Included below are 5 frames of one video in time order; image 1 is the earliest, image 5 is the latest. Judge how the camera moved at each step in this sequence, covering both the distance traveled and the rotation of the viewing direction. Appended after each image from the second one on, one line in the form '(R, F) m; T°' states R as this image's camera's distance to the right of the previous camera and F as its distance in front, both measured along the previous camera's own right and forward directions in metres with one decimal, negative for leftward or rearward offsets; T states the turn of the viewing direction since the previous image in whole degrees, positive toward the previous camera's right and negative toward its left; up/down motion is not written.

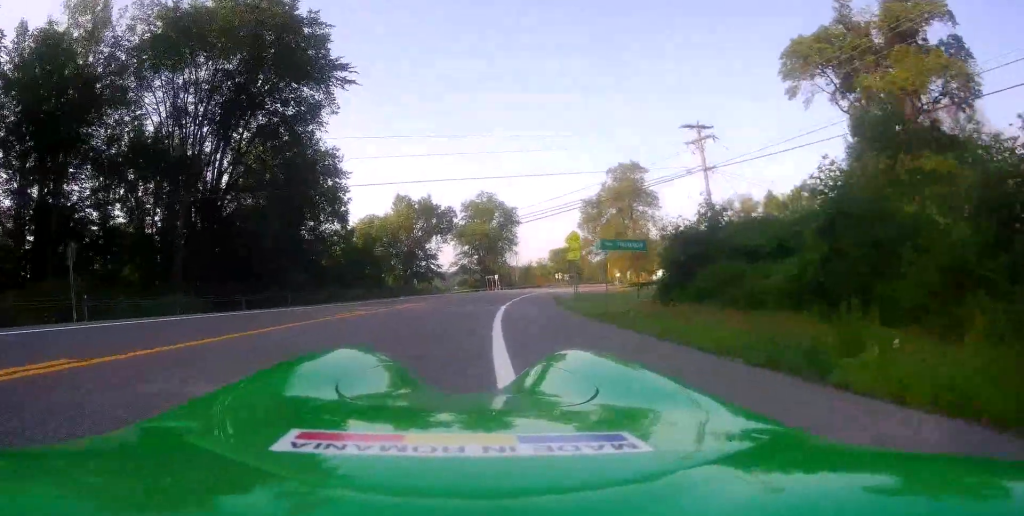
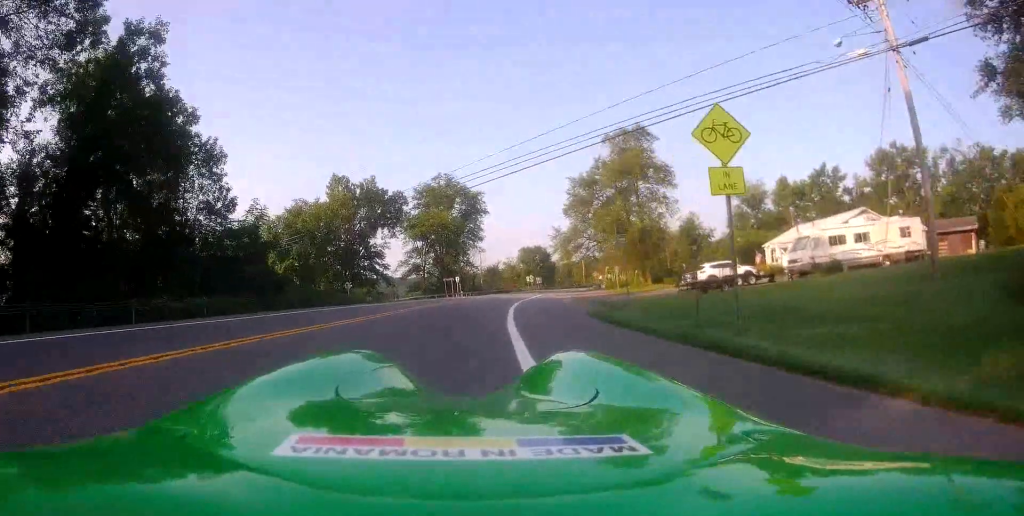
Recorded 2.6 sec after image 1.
(+1.0, +22.1) m; +4°
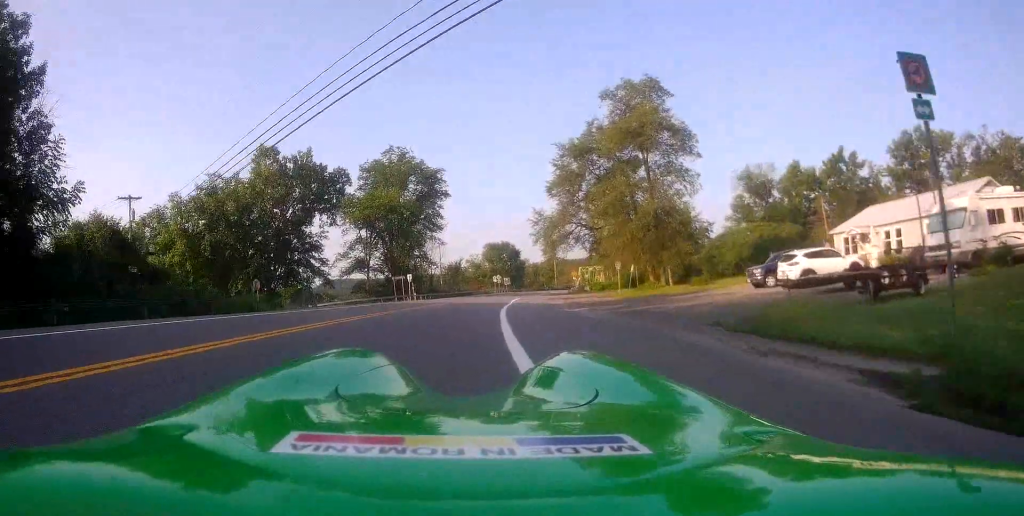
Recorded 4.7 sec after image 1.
(+0.2, +16.5) m; +3°
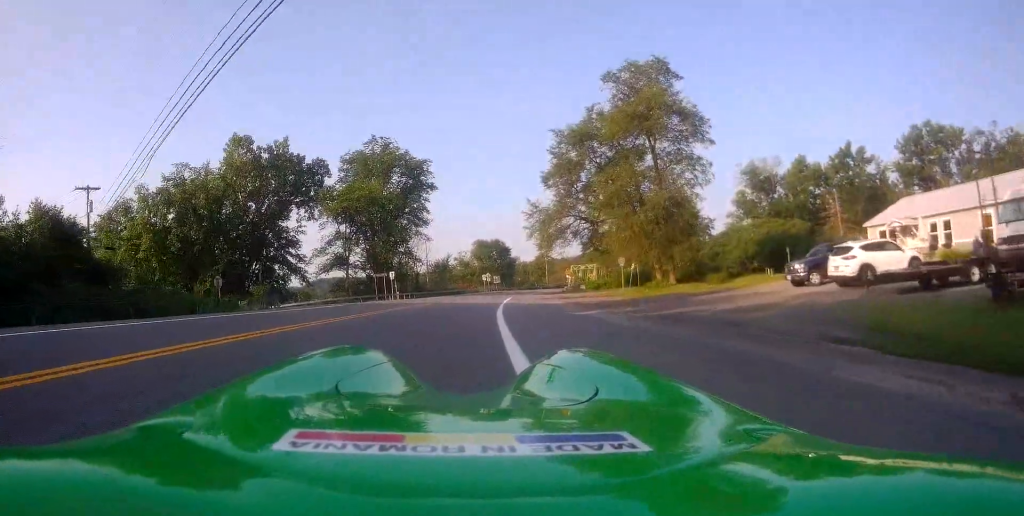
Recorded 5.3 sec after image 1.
(-0.1, +5.0) m; +1°
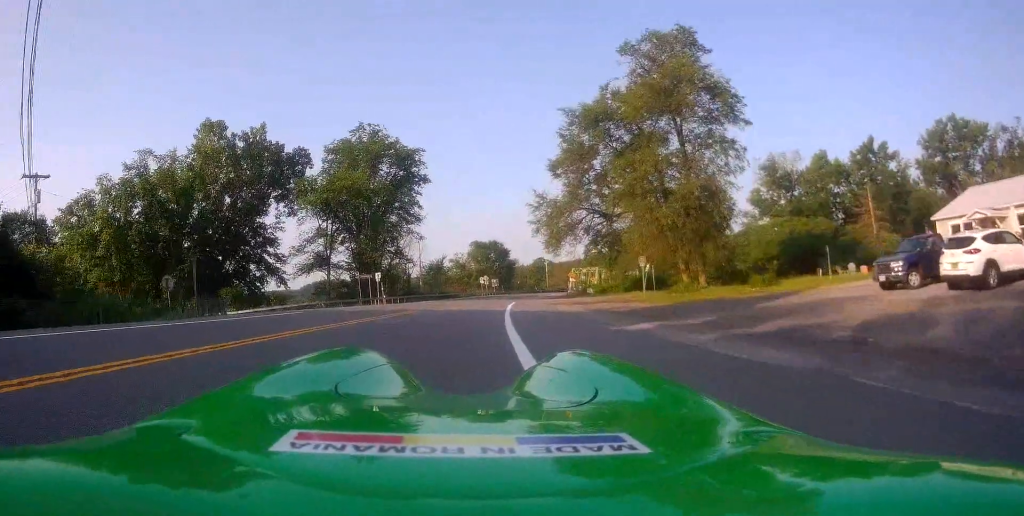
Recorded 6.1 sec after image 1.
(+0.5, +6.6) m; +1°
